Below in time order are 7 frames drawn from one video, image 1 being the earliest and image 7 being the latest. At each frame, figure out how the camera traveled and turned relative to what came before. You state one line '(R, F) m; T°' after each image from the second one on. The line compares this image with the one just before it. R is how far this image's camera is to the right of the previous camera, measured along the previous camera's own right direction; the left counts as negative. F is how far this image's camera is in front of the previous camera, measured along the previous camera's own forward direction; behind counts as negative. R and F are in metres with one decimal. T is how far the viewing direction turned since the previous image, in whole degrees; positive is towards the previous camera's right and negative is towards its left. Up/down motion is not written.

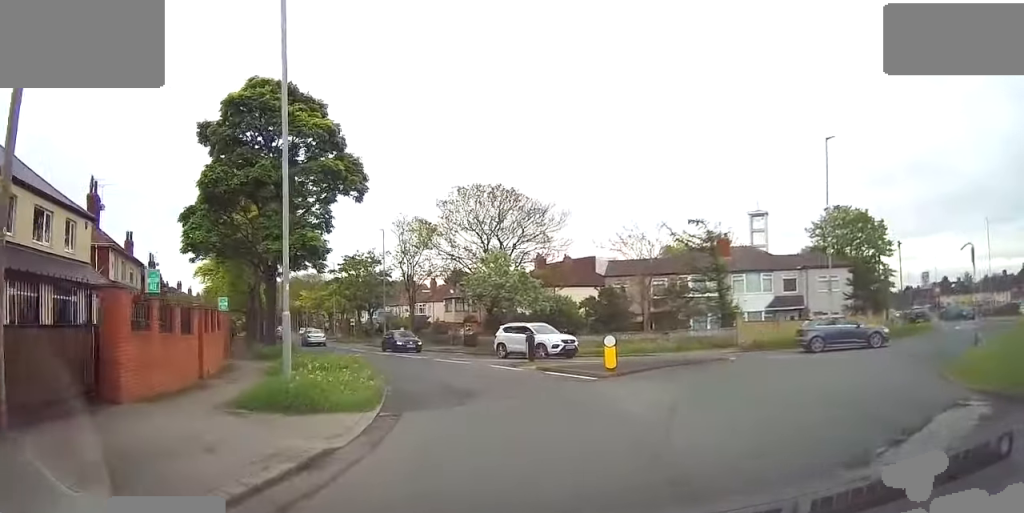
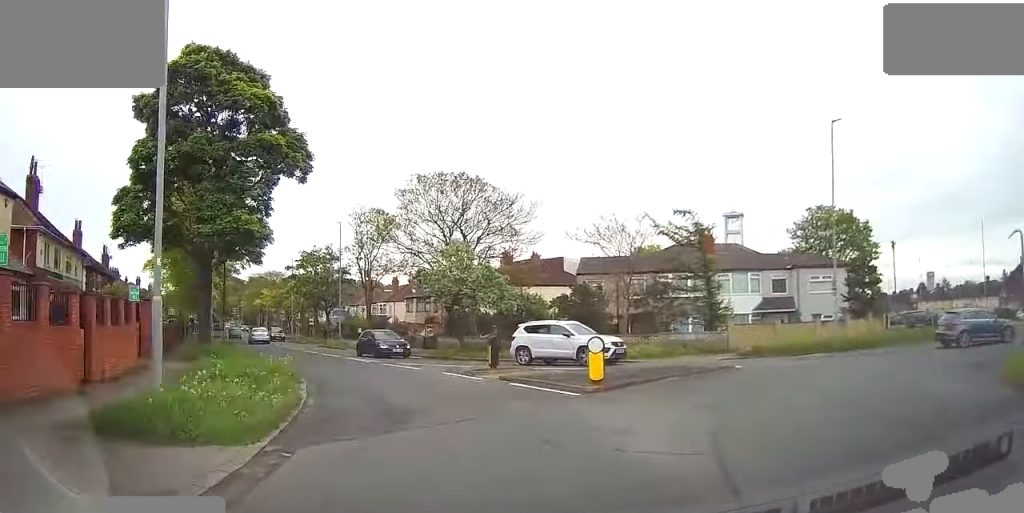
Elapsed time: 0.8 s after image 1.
(+0.1, +4.0) m; +4°
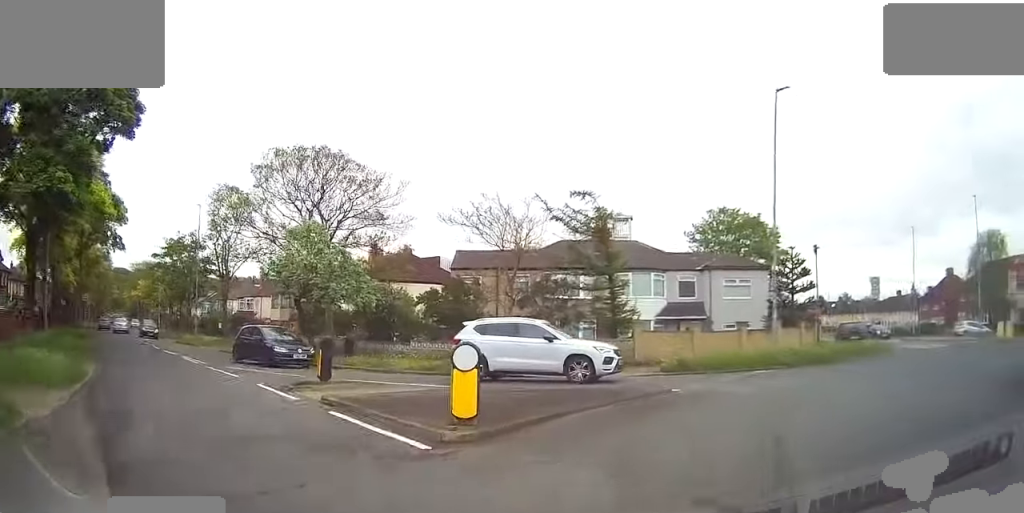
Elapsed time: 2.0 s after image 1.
(+0.3, +5.5) m; +10°
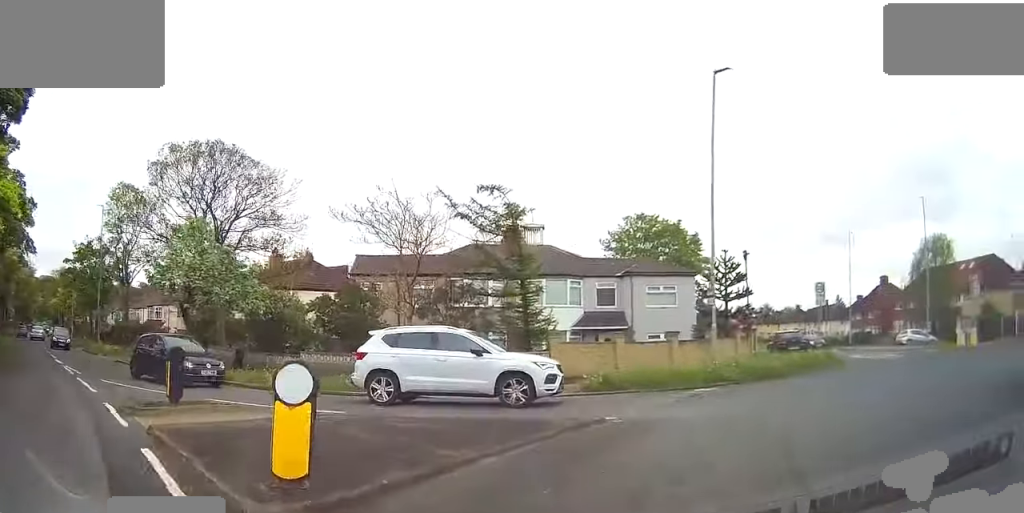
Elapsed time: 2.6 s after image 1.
(+0.2, +3.0) m; +7°
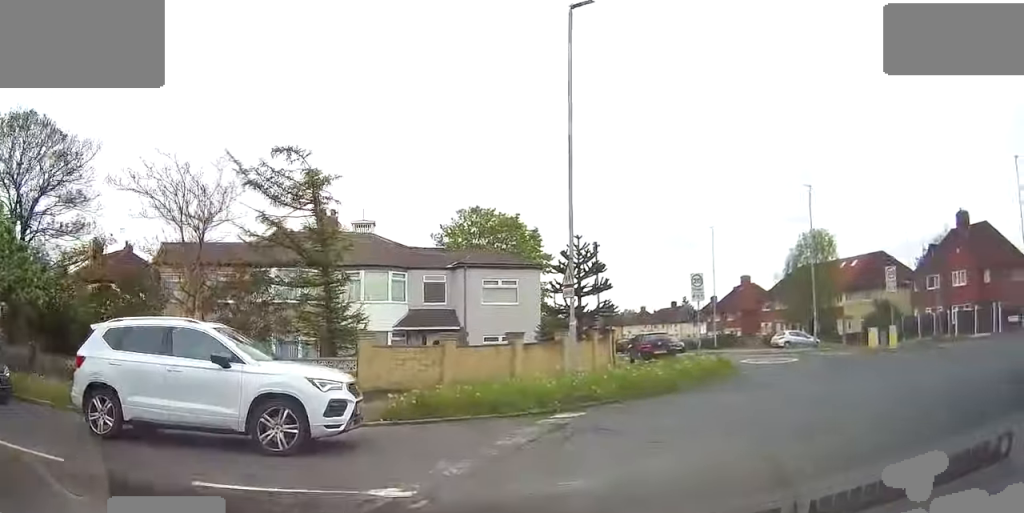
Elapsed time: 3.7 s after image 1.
(+0.5, +5.3) m; +14°
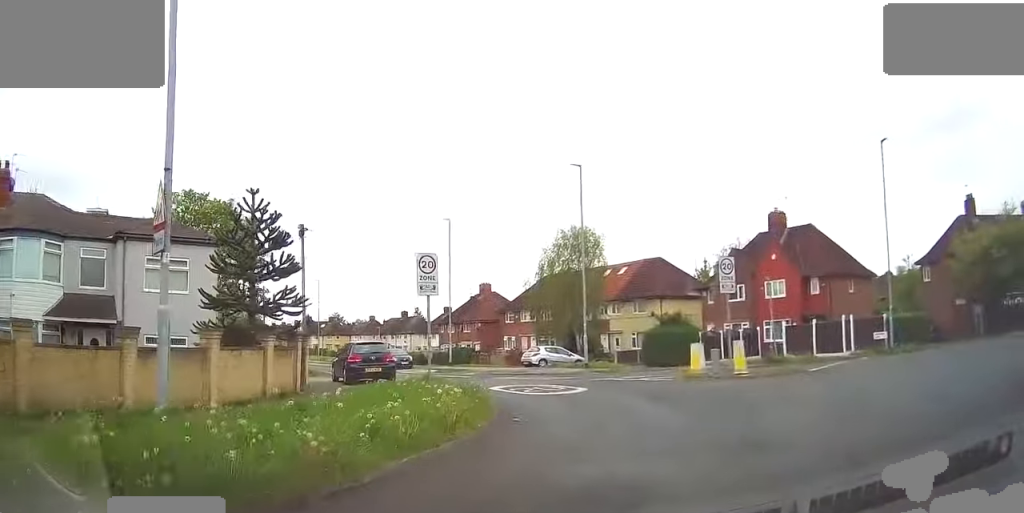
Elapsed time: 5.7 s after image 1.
(+2.2, +9.4) m; +21°
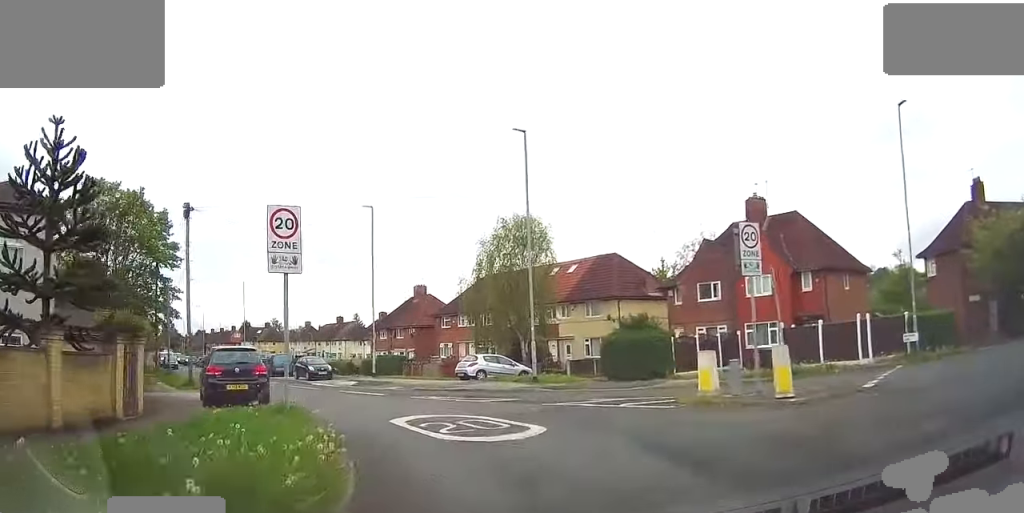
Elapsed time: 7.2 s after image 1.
(+0.3, +6.9) m; +2°
